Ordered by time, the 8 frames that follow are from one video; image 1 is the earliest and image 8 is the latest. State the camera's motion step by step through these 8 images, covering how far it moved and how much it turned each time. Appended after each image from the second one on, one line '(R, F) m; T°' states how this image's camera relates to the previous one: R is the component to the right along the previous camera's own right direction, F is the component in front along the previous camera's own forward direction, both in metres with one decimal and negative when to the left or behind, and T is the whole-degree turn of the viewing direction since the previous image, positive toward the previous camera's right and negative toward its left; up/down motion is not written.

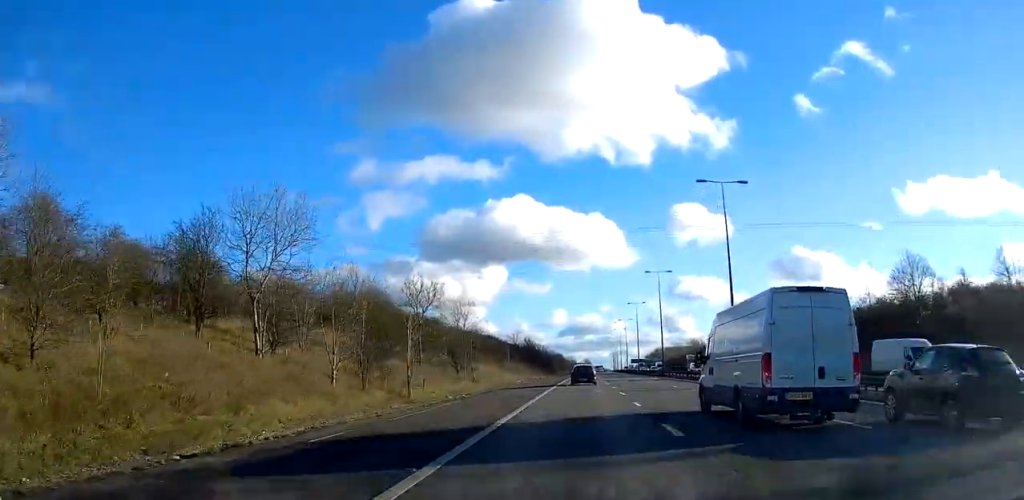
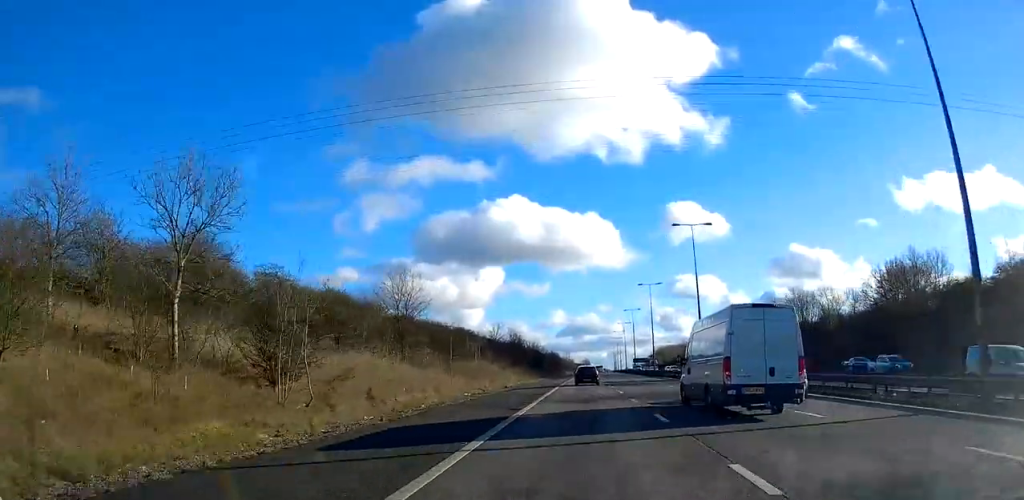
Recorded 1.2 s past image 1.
(+0.1, +32.6) m; 0°
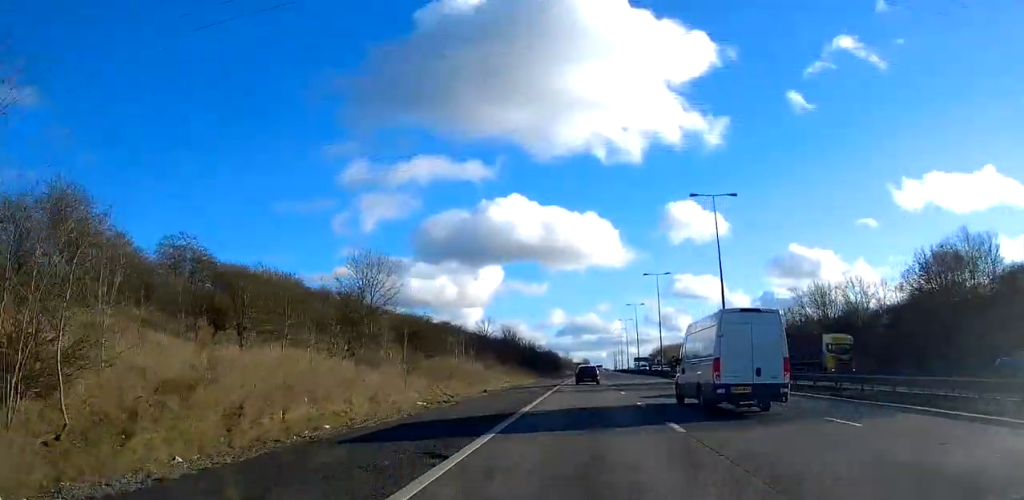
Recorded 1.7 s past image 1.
(-0.1, +11.4) m; 0°
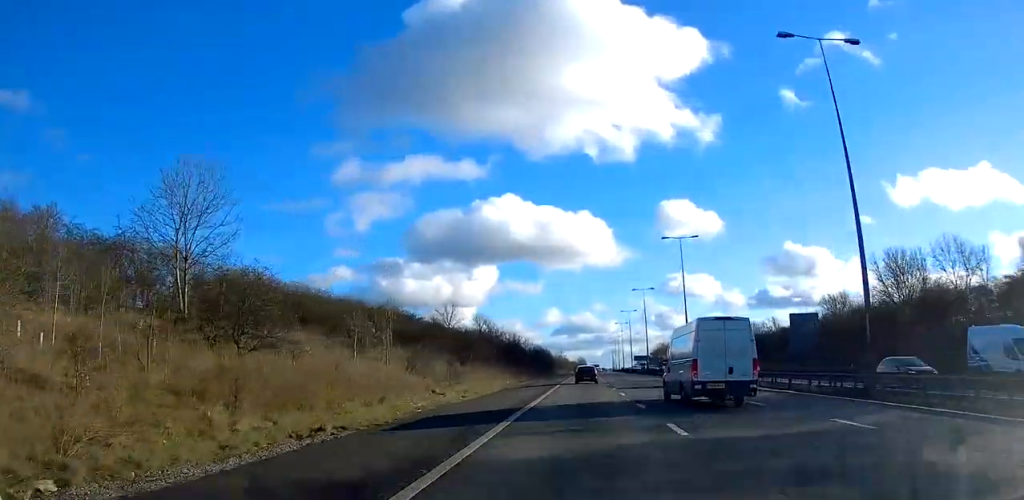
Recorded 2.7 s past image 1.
(+0.3, +28.2) m; +1°
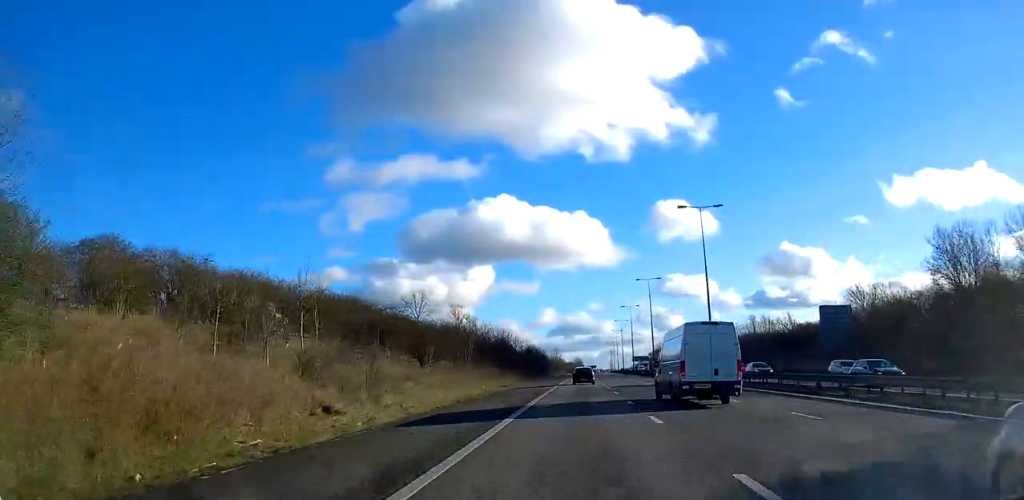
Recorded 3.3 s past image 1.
(+0.1, +14.1) m; 0°
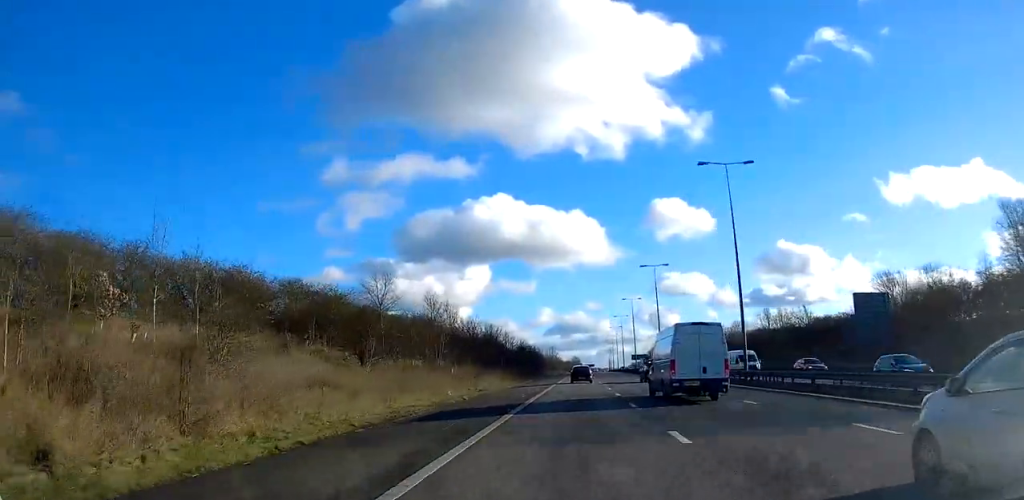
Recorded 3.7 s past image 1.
(0.0, +12.3) m; 0°
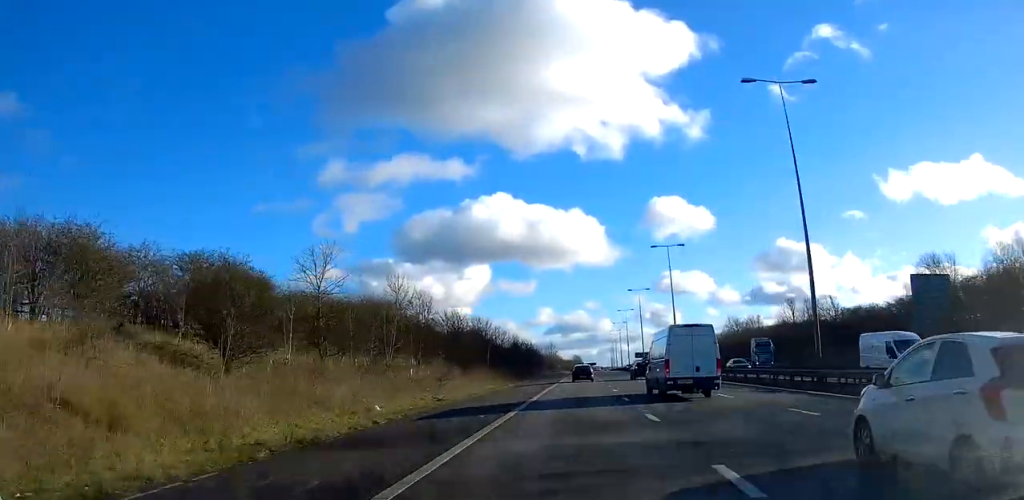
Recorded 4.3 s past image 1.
(0.0, +14.1) m; 0°
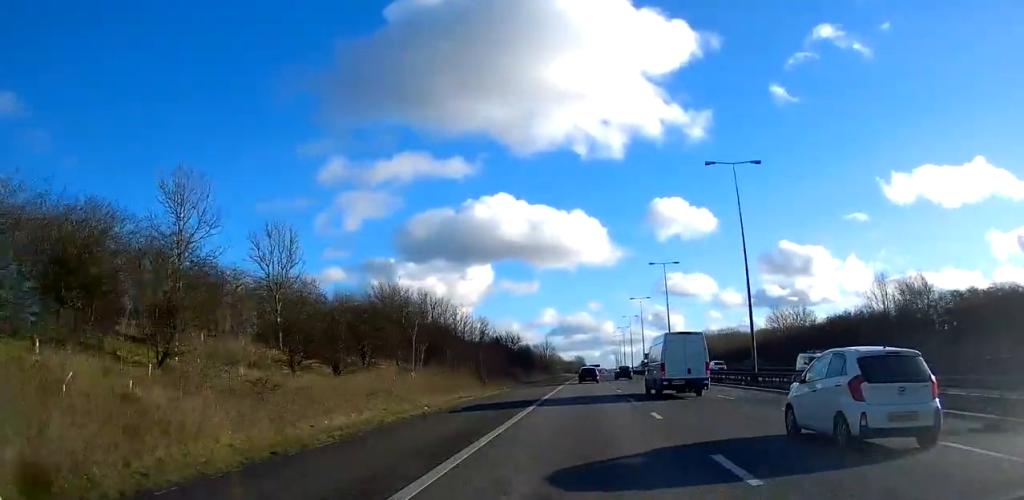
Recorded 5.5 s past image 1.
(-0.3, +33.4) m; 0°
